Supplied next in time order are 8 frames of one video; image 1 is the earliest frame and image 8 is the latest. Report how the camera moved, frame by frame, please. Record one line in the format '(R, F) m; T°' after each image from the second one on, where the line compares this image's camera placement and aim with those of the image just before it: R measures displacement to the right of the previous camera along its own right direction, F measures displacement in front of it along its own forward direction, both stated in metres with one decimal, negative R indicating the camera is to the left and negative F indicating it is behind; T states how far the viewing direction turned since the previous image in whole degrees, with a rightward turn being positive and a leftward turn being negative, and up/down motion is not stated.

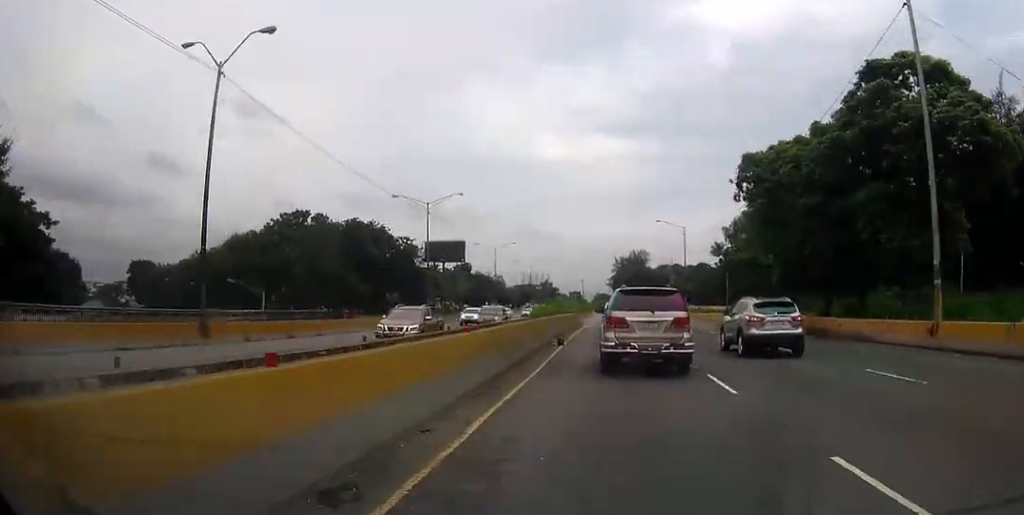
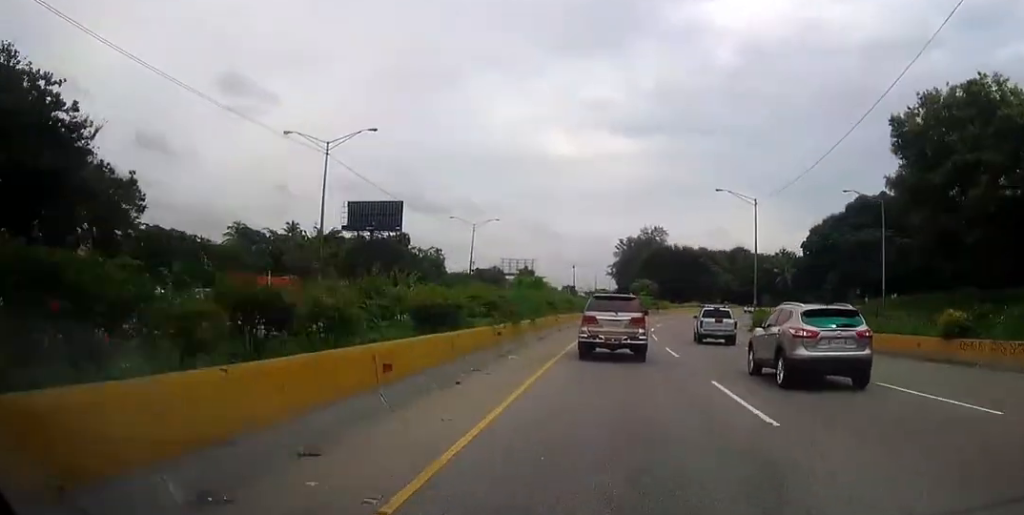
(-0.3, +76.8) m; +1°
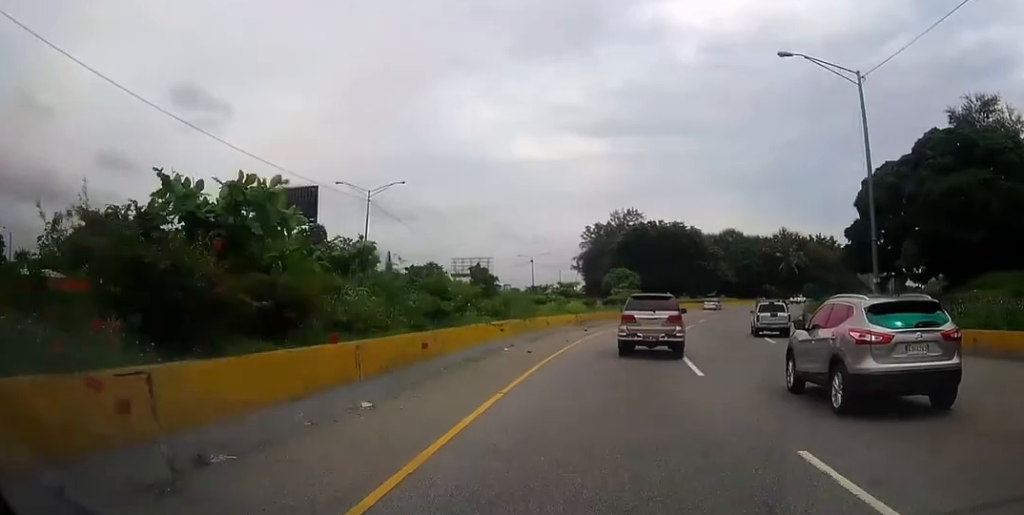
(+0.6, +32.8) m; +4°
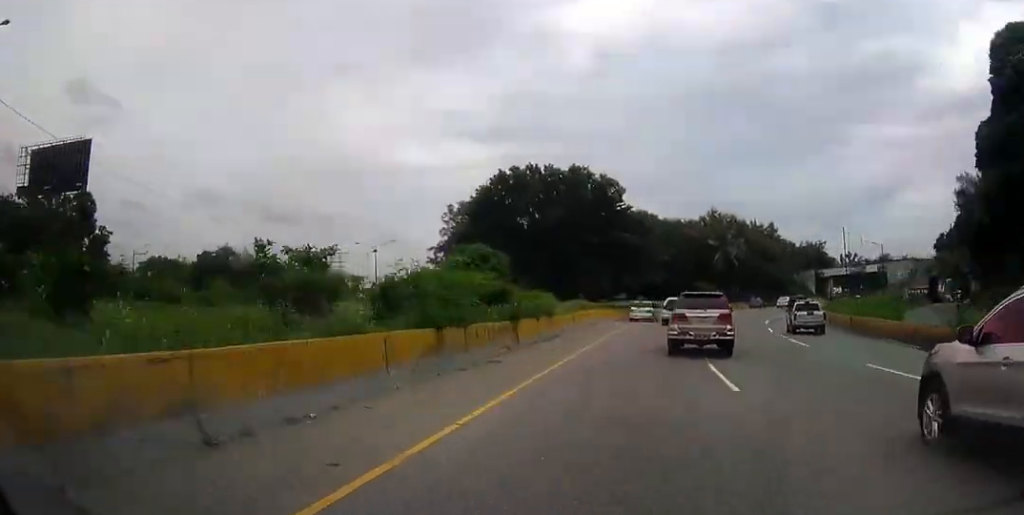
(+2.0, +40.3) m; +8°
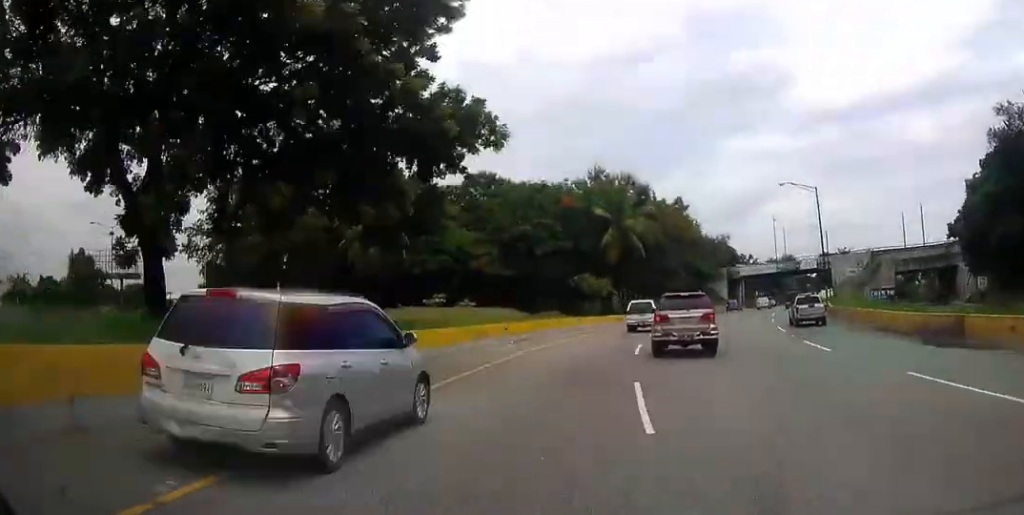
(+3.6, +42.5) m; +10°
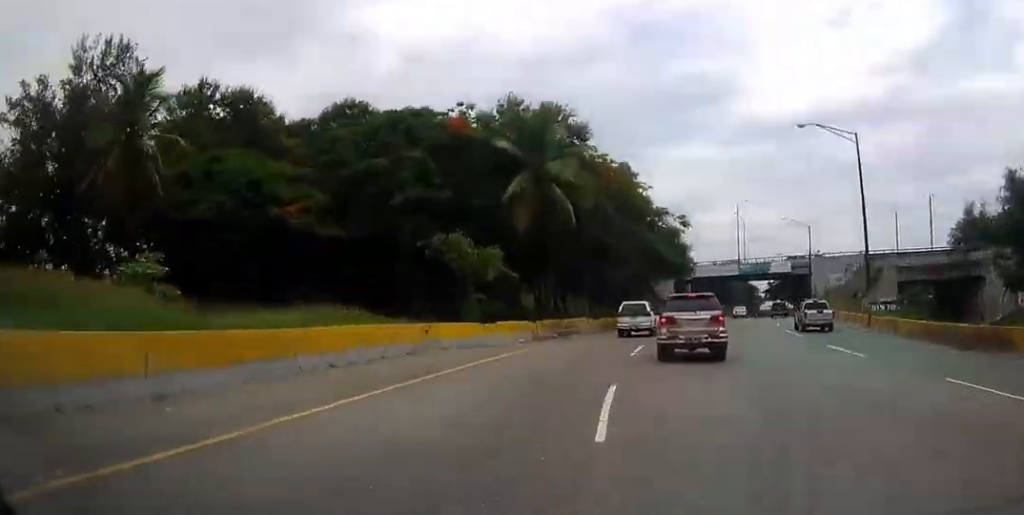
(+0.7, +26.5) m; +7°
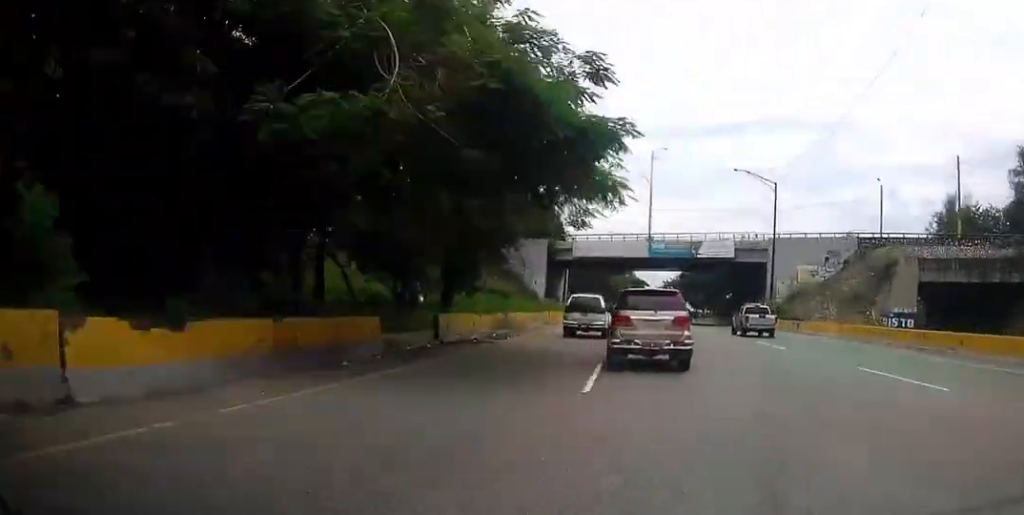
(+3.4, +33.6) m; +8°
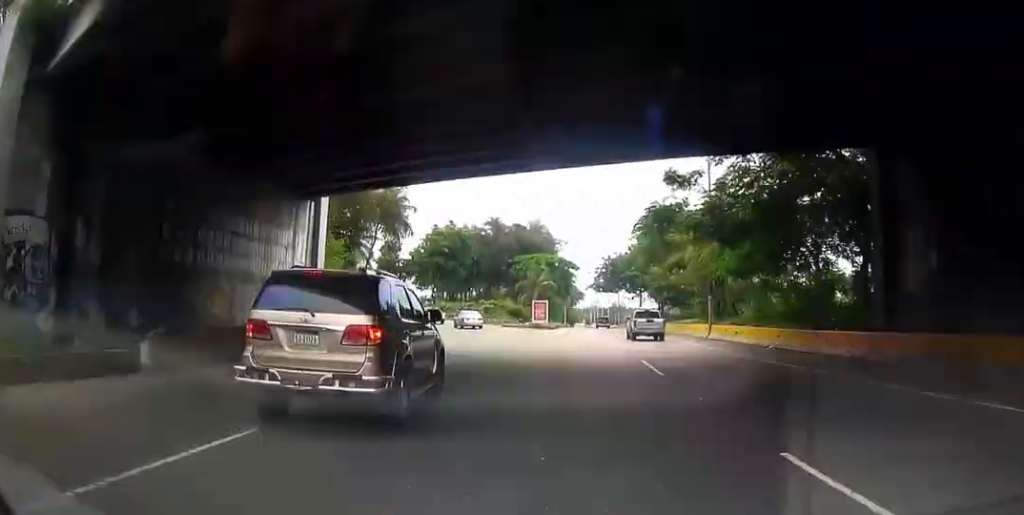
(+6.7, +63.2) m; +8°
